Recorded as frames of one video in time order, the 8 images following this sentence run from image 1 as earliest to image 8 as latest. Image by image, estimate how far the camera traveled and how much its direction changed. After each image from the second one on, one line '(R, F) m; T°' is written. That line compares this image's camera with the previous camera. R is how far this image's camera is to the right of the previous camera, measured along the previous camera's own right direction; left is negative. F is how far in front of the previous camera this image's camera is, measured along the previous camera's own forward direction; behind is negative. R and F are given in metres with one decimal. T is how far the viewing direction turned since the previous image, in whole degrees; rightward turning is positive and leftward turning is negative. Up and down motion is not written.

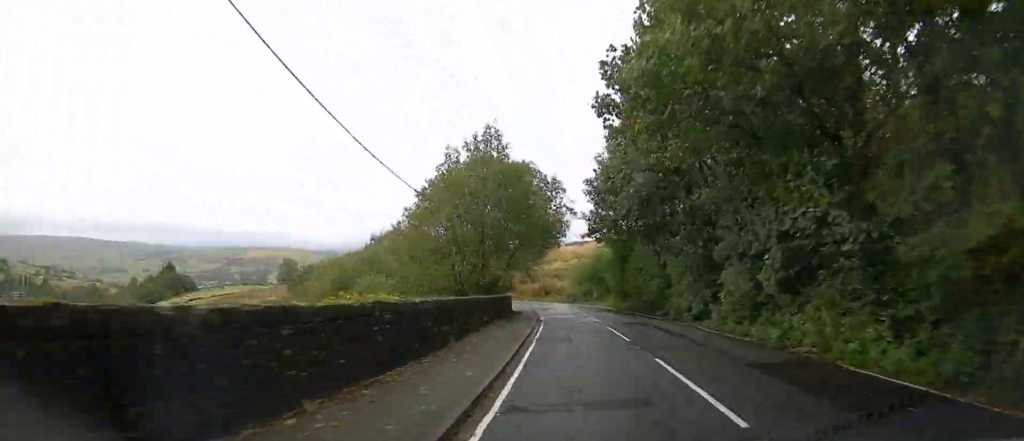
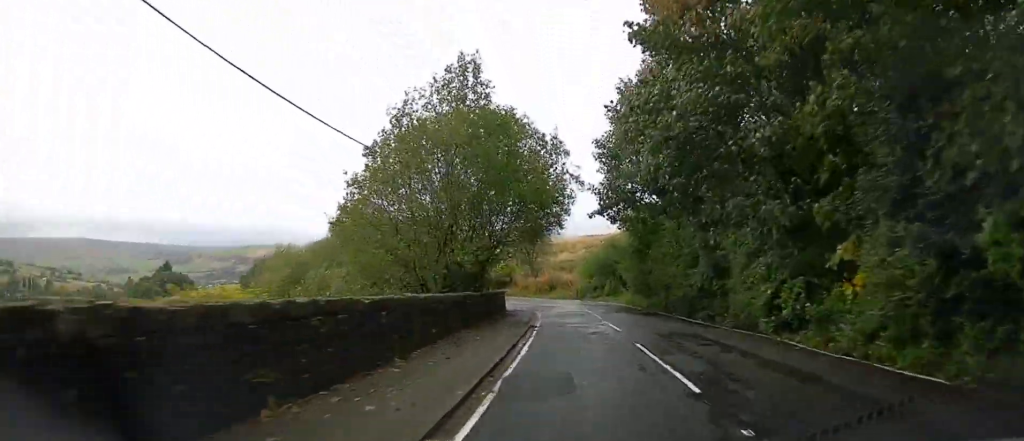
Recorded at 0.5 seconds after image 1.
(-0.2, +7.6) m; -1°
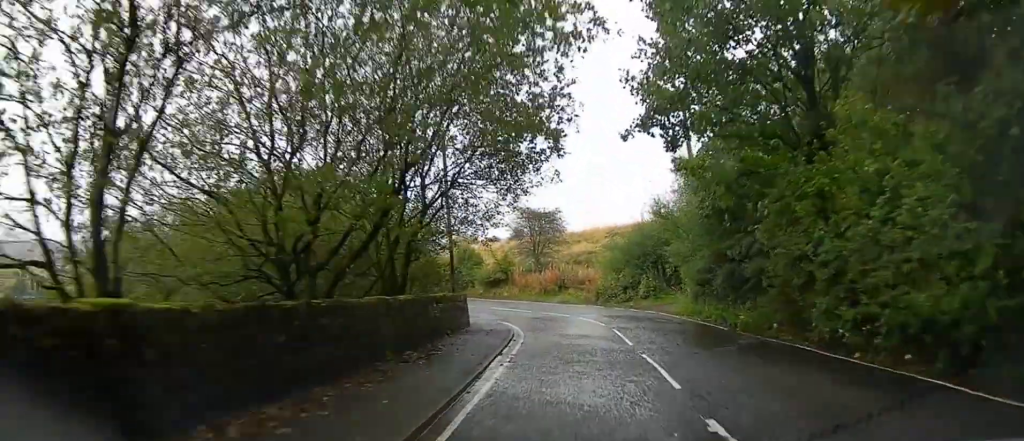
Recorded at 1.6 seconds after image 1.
(-0.3, +15.6) m; -2°
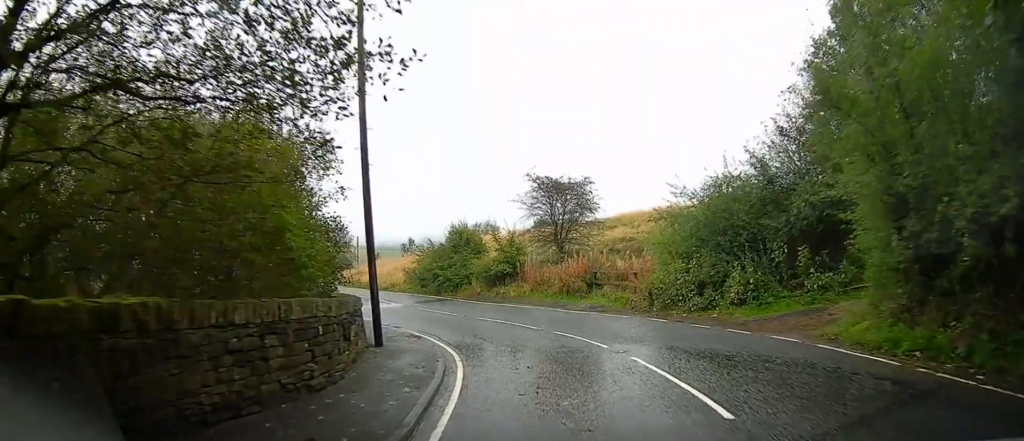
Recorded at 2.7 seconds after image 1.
(-0.2, +14.0) m; -4°
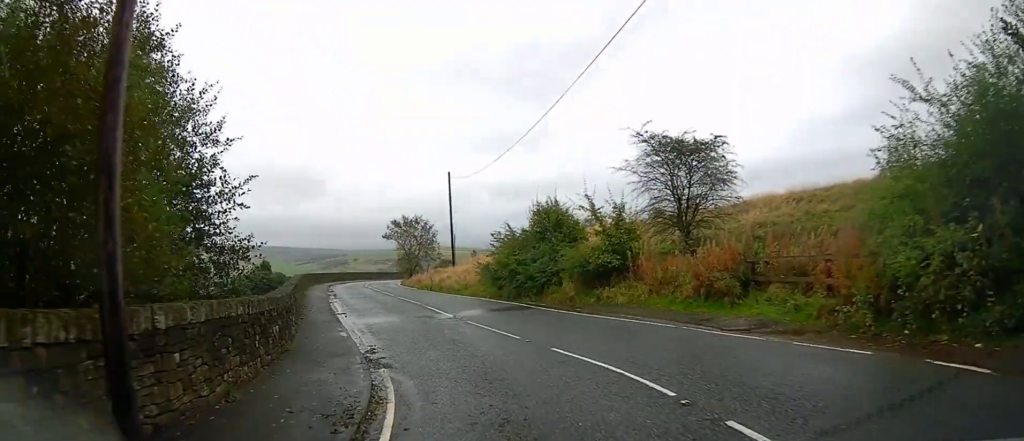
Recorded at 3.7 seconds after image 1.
(-0.5, +10.9) m; -16°
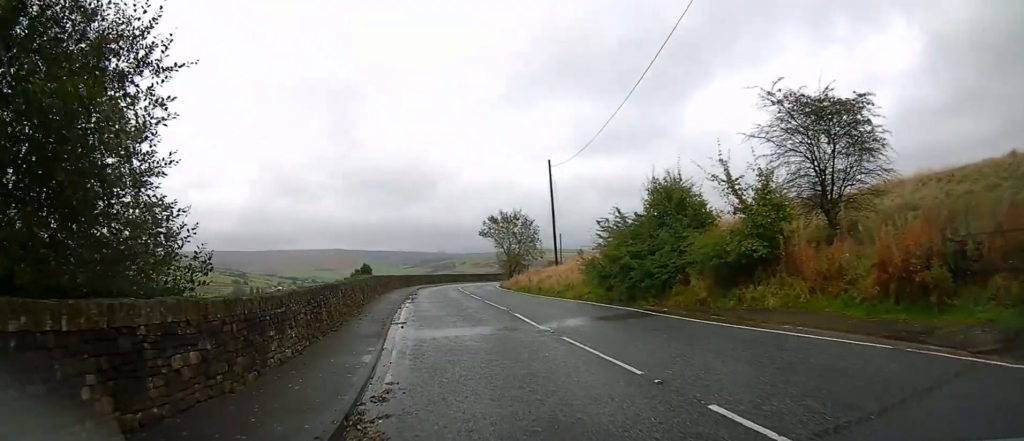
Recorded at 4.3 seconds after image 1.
(-0.5, +5.2) m; -10°
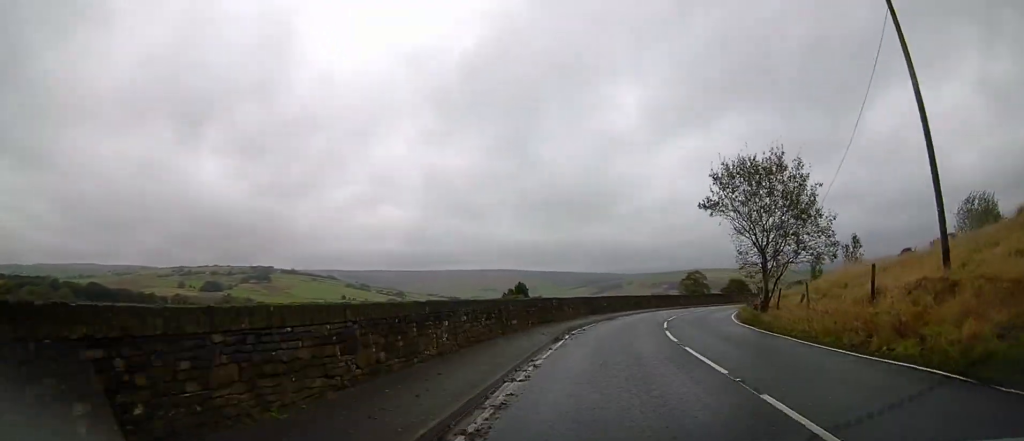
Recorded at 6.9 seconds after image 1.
(-6.6, +26.0) m; -17°
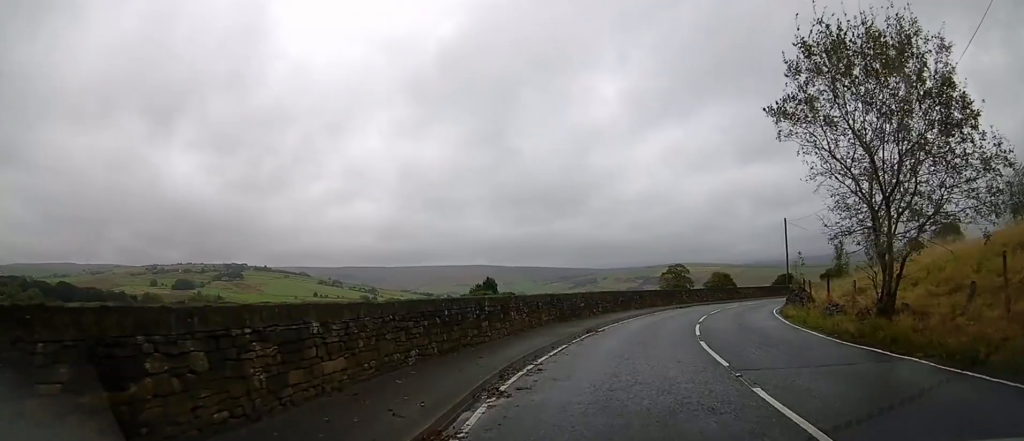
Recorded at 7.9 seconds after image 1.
(+0.1, +11.6) m; +3°
